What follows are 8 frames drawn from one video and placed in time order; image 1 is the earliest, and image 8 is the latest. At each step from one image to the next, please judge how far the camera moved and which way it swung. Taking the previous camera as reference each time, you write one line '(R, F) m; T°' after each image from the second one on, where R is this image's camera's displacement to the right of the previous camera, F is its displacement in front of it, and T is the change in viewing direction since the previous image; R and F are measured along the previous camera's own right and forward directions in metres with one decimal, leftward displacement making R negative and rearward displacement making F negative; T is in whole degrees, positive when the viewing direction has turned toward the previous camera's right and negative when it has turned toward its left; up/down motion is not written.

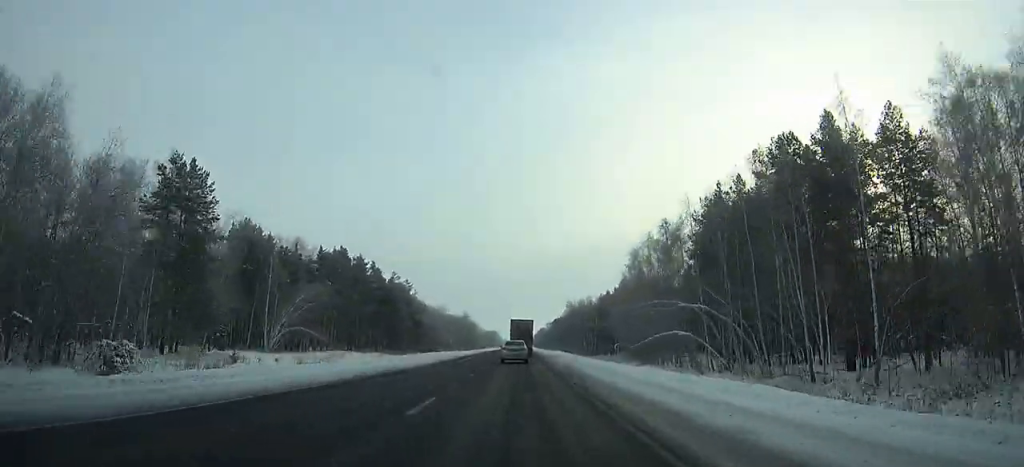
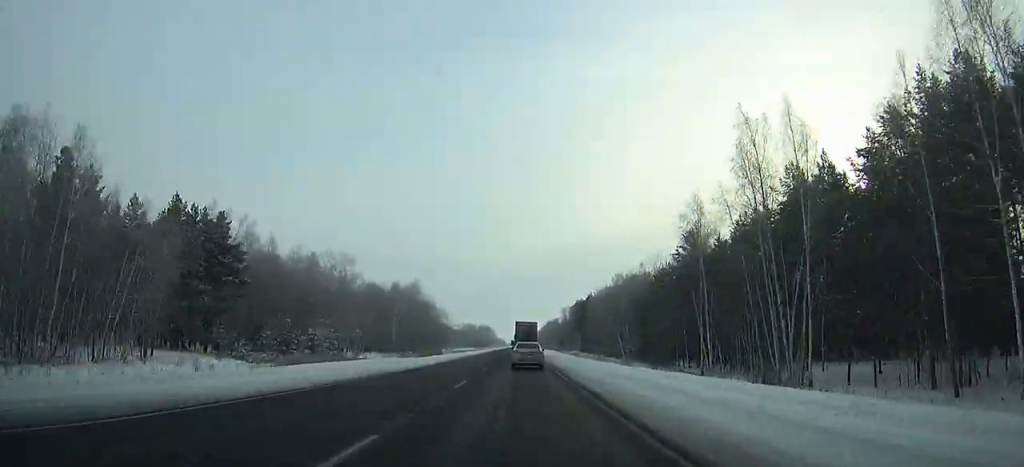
(-0.3, +145.2) m; 0°
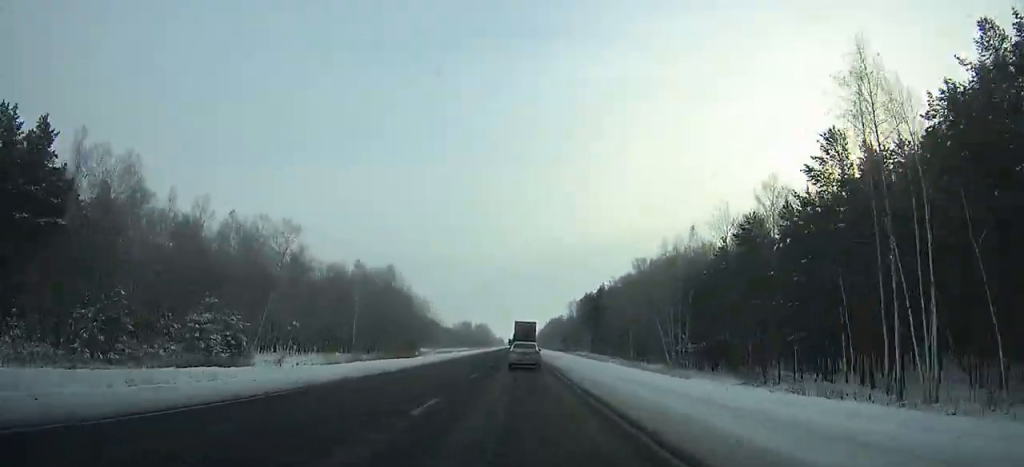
(0.0, +29.0) m; 0°
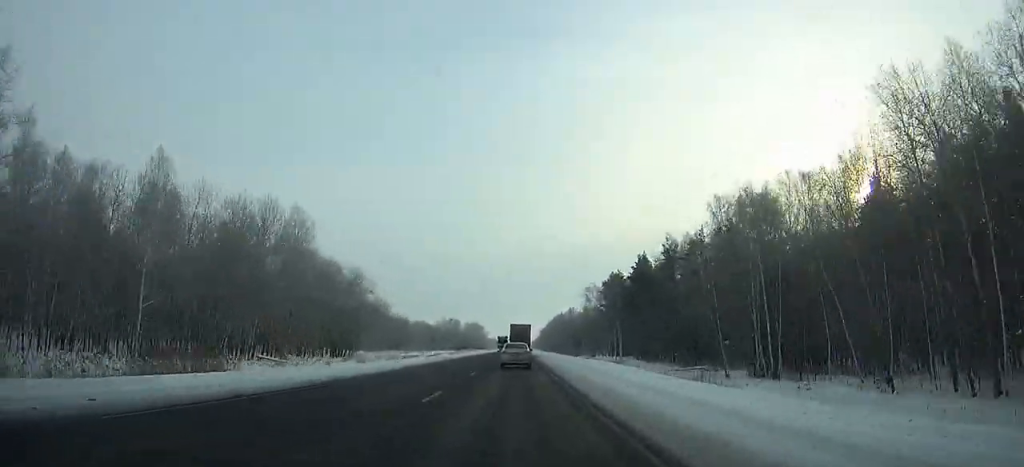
(0.0, +54.9) m; 0°
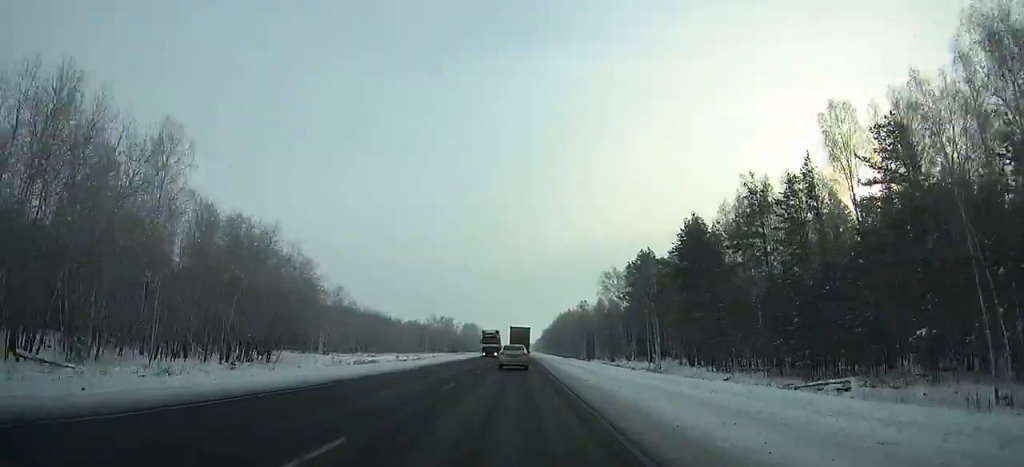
(-0.1, +30.0) m; 0°
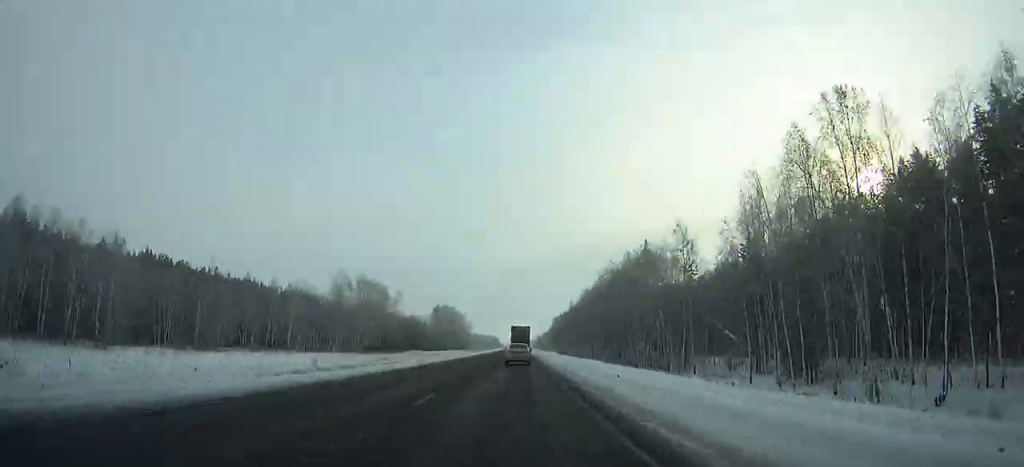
(+5.6, +109.5) m; +3°
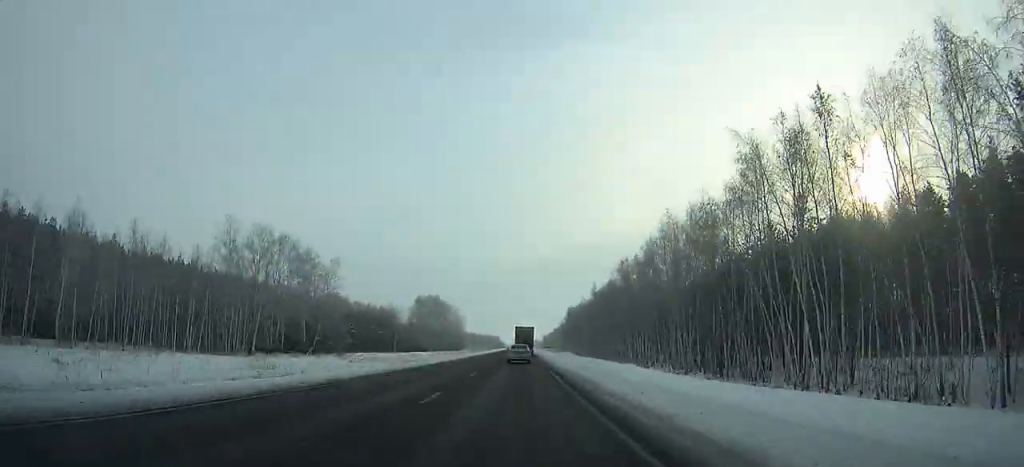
(+0.7, +44.2) m; -2°
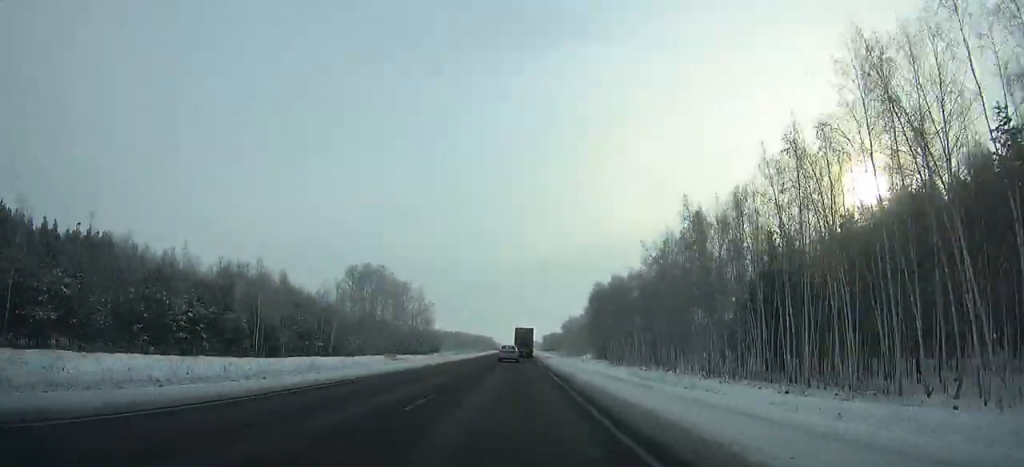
(-5.7, +79.3) m; -4°
